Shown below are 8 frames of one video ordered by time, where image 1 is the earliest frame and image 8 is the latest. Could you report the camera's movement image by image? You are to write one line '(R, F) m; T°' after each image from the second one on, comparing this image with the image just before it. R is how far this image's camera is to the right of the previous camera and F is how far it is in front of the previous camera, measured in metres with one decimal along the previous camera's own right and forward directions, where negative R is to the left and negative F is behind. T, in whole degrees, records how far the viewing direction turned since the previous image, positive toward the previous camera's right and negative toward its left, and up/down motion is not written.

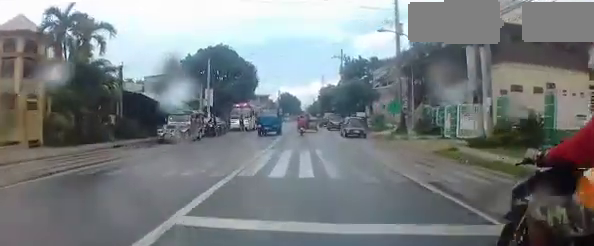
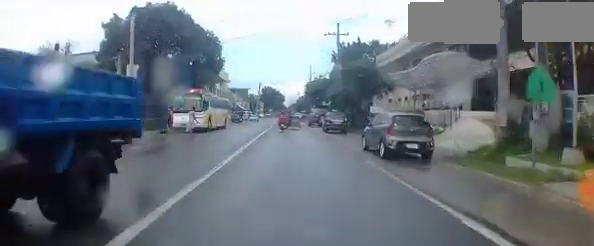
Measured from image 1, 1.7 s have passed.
(+0.1, +13.8) m; +1°
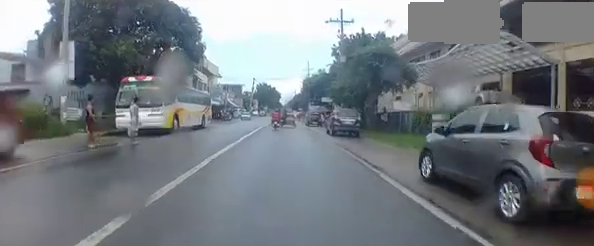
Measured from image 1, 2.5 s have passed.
(0.0, +6.1) m; -1°
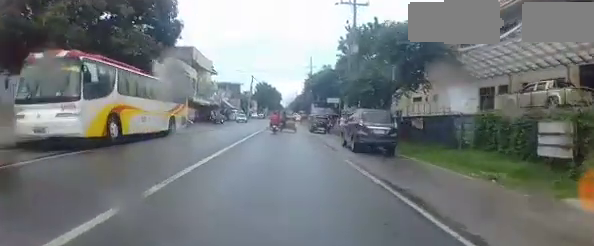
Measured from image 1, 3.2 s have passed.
(-0.2, +6.5) m; -2°
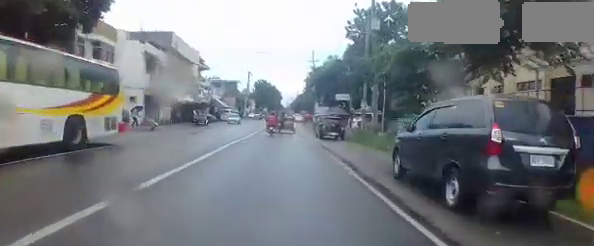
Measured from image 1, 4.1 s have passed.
(-0.2, +8.5) m; +1°
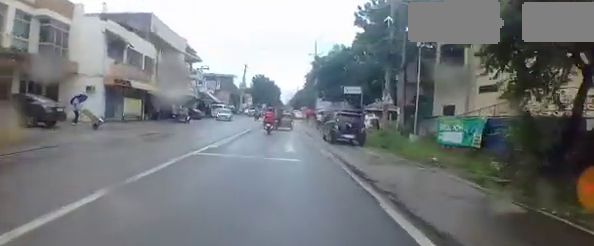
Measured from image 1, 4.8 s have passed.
(+0.1, +5.9) m; +1°
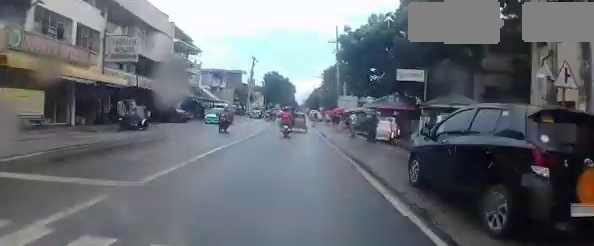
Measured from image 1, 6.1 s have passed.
(+0.1, +12.2) m; -3°
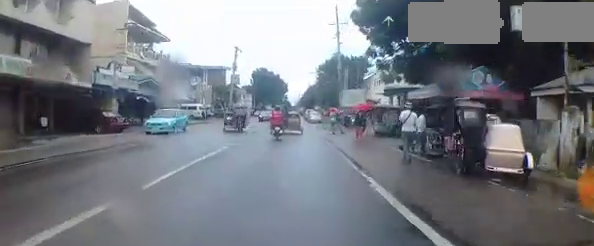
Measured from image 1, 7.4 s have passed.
(-0.3, +11.8) m; +1°
